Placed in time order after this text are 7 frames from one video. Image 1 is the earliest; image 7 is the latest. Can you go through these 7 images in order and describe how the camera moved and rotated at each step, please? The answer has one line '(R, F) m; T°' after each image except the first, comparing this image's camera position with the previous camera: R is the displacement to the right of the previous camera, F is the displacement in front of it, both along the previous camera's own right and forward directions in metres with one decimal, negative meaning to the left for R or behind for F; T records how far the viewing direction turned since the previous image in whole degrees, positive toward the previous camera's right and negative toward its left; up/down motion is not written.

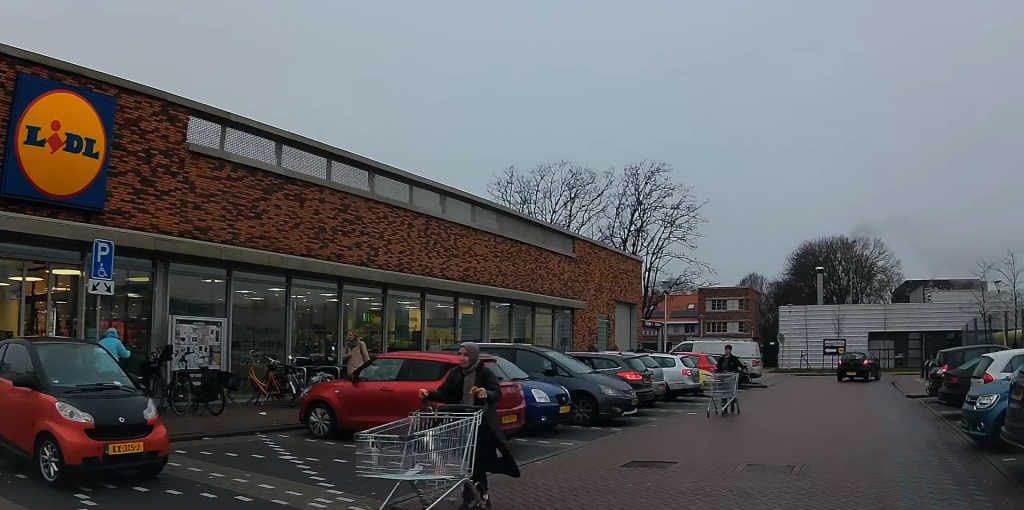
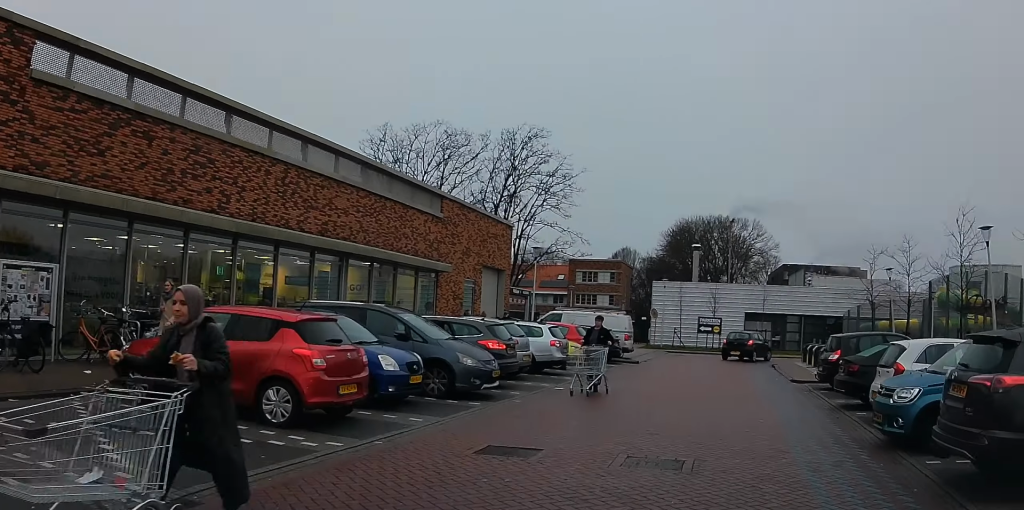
(+0.1, +1.5) m; +1°
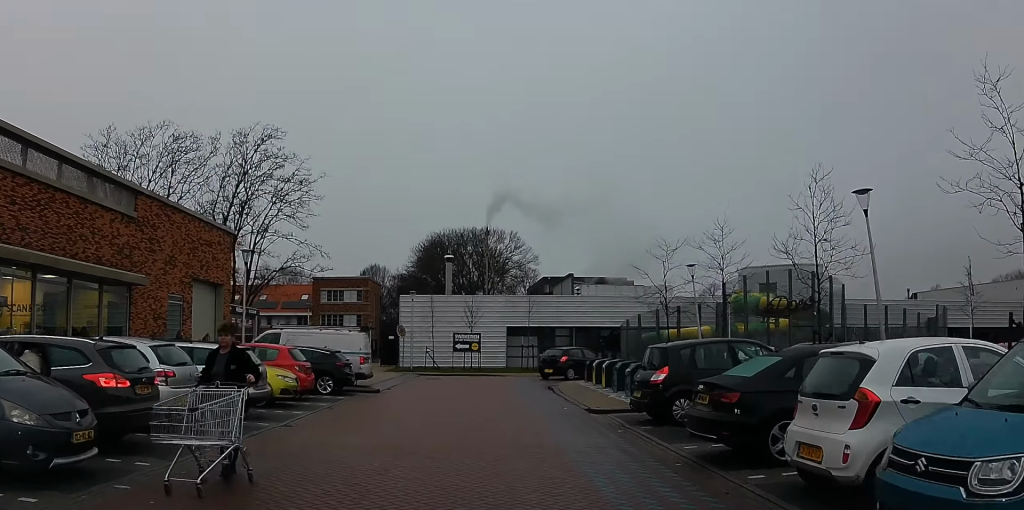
(+0.2, +6.4) m; +13°
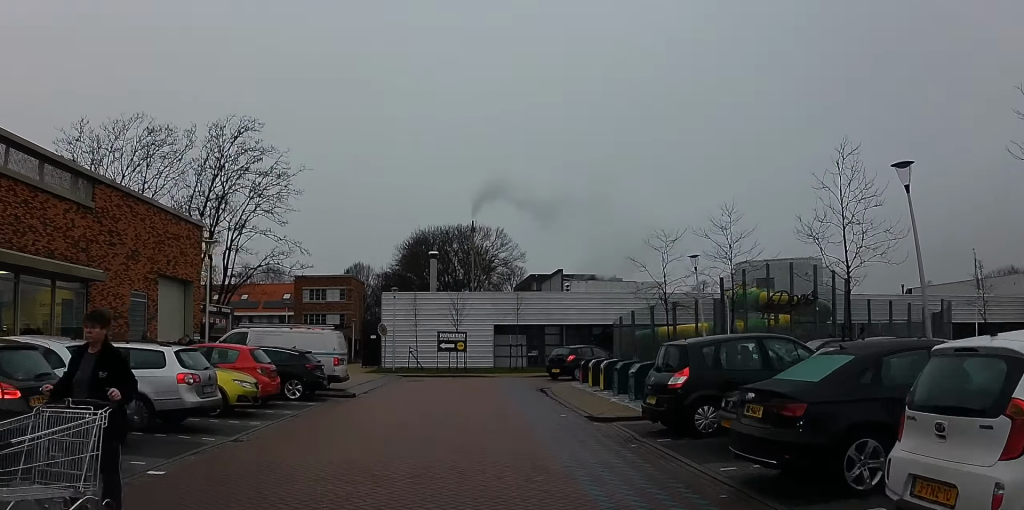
(+0.4, +1.9) m; +2°
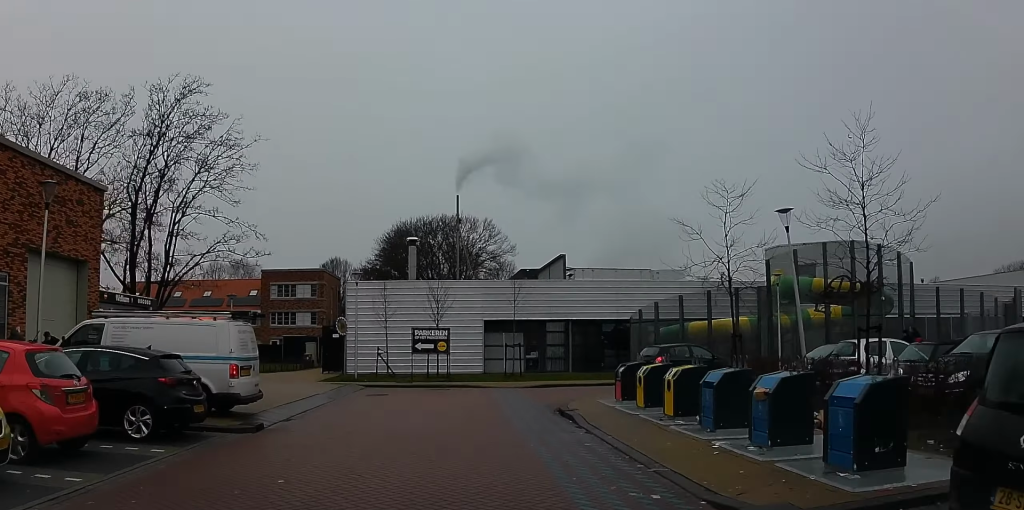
(+0.1, +8.5) m; +4°
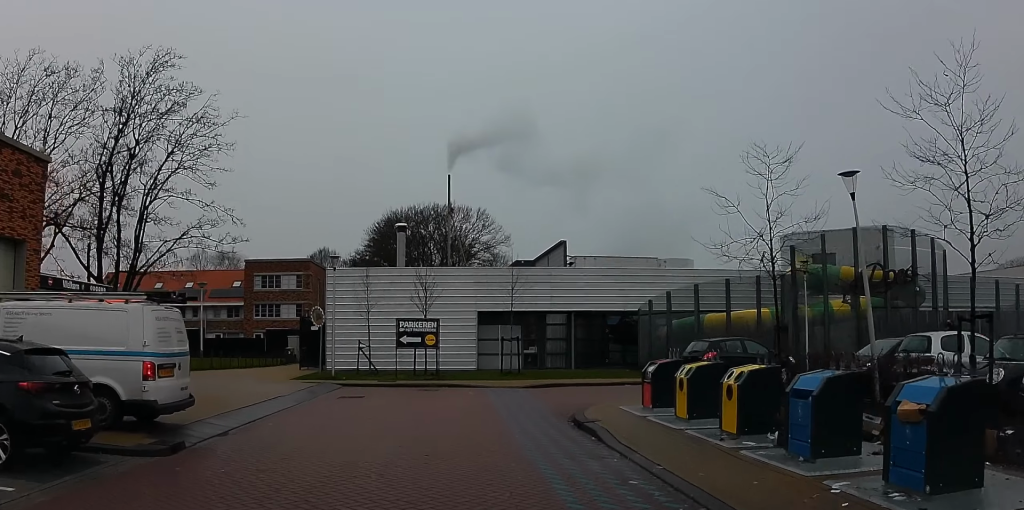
(+0.5, +3.6) m; 0°
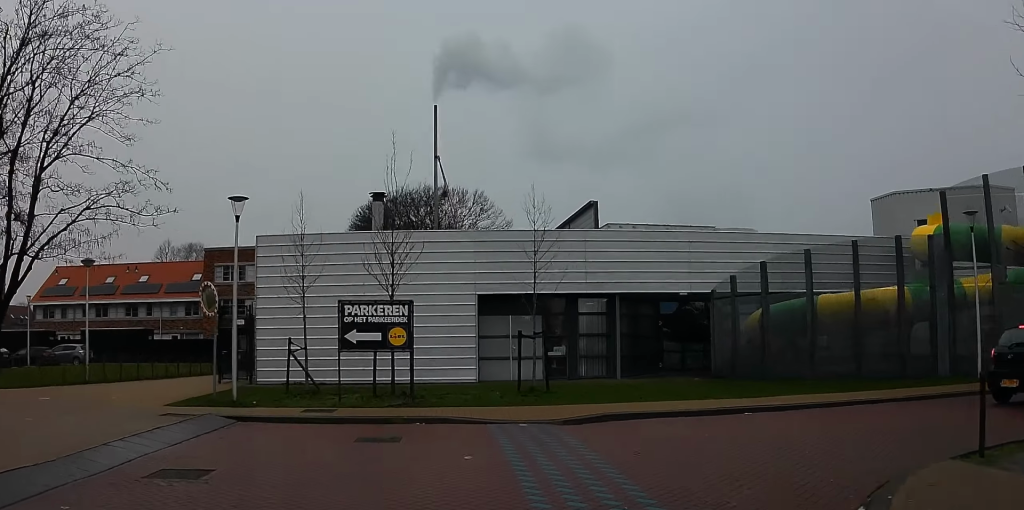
(-1.1, +11.6) m; -6°
